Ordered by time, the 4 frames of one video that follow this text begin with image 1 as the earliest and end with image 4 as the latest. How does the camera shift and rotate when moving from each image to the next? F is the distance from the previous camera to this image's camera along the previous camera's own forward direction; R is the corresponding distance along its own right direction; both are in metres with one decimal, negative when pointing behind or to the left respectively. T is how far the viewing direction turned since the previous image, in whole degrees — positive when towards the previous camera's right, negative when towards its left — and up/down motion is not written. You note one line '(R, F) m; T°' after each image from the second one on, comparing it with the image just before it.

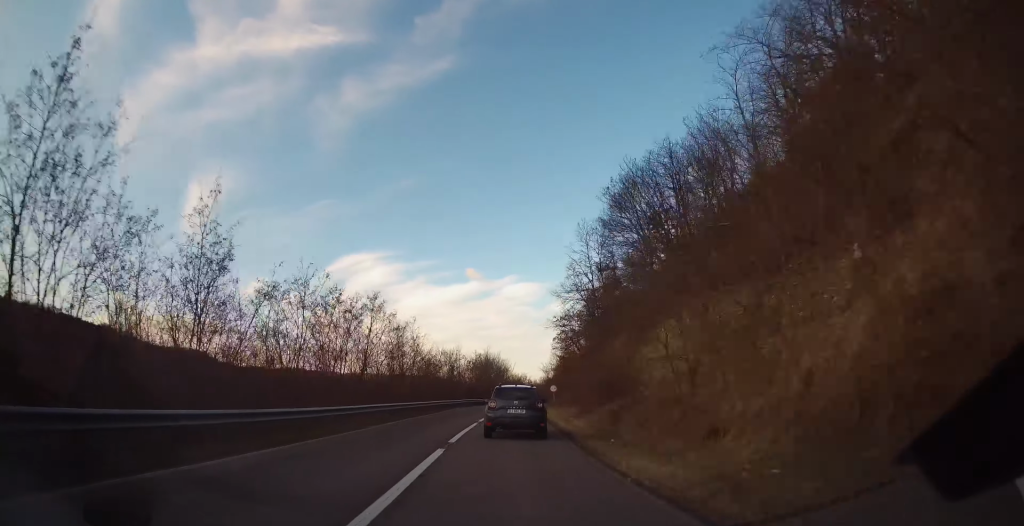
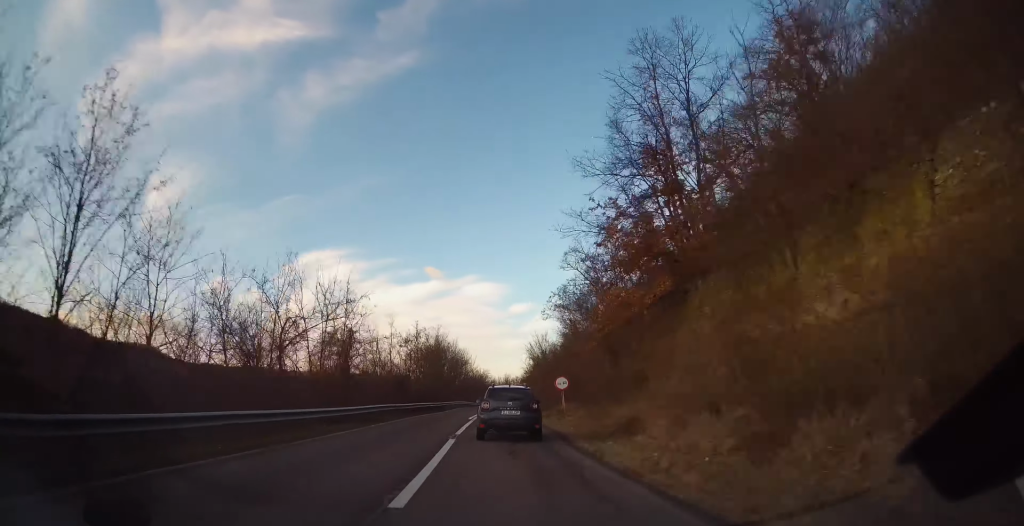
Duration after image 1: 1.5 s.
(+1.4, +30.8) m; +4°
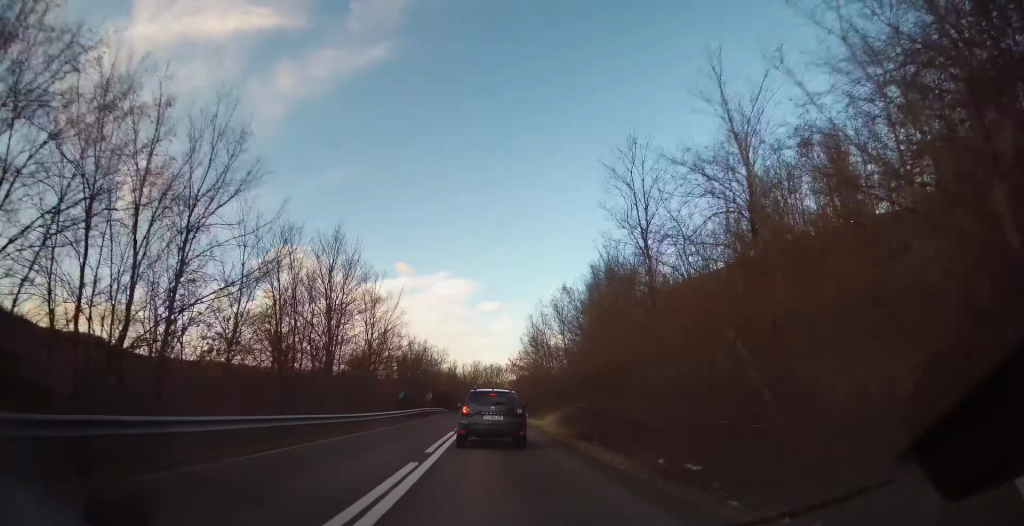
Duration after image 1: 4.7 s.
(+0.7, +62.4) m; 0°
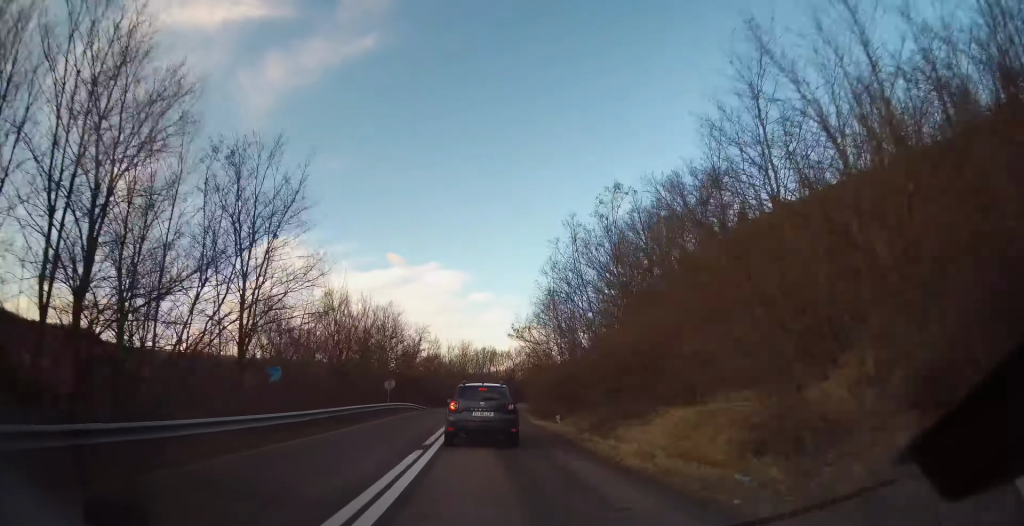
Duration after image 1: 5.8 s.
(+0.4, +20.2) m; +3°
